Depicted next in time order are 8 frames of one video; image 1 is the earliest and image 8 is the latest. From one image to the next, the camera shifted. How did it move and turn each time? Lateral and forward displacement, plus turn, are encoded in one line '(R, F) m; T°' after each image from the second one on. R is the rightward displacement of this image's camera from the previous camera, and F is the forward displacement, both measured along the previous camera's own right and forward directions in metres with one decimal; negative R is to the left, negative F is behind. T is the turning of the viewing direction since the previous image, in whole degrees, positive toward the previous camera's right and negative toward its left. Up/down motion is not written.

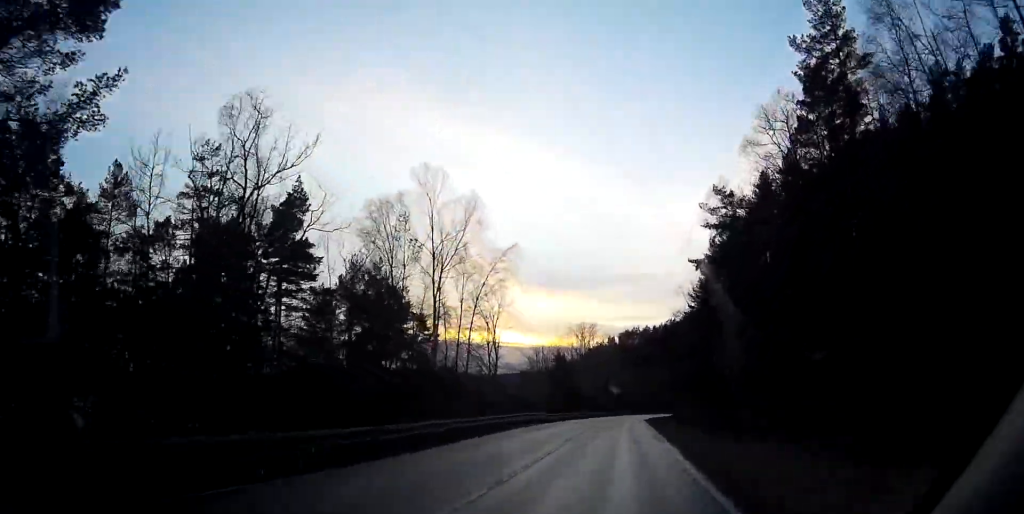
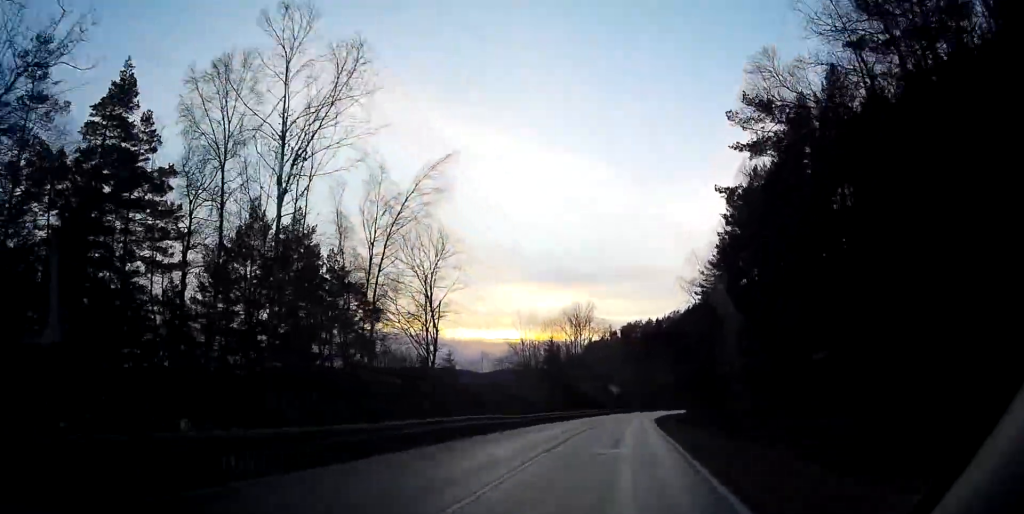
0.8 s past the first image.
(-0.1, +16.4) m; -1°
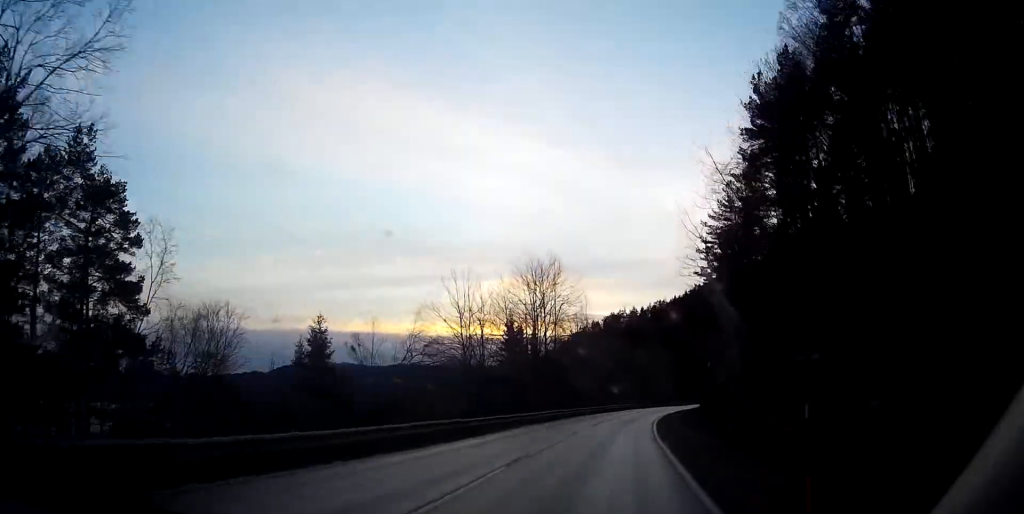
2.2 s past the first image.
(-0.2, +26.6) m; -1°
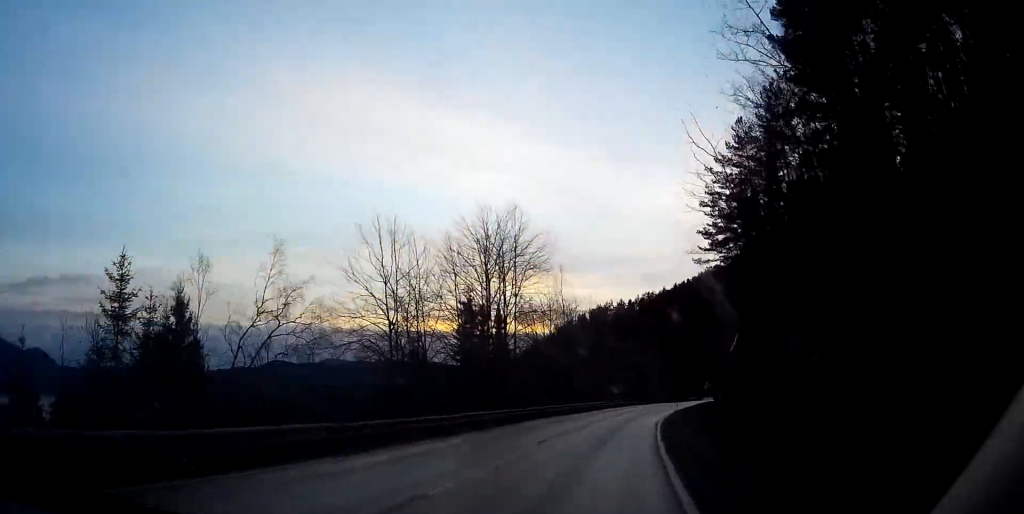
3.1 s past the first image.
(0.0, +18.1) m; +1°
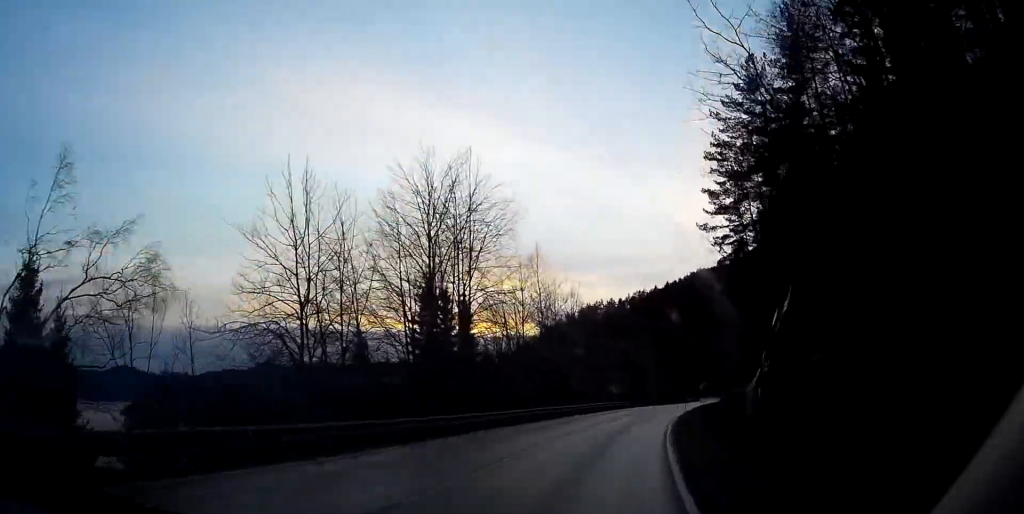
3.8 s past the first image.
(+0.1, +13.0) m; +1°
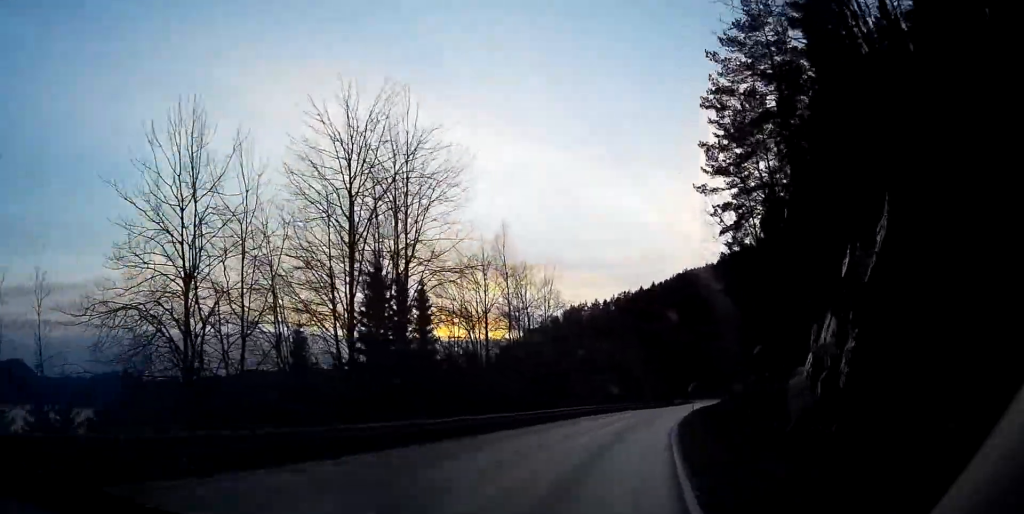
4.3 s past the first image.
(0.0, +9.7) m; +1°
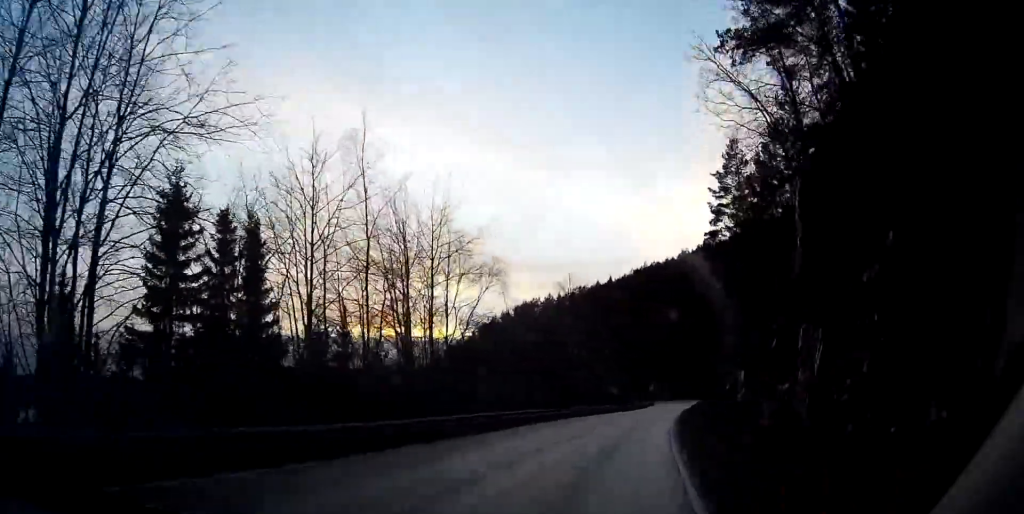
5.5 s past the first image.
(+0.7, +22.9) m; +4°
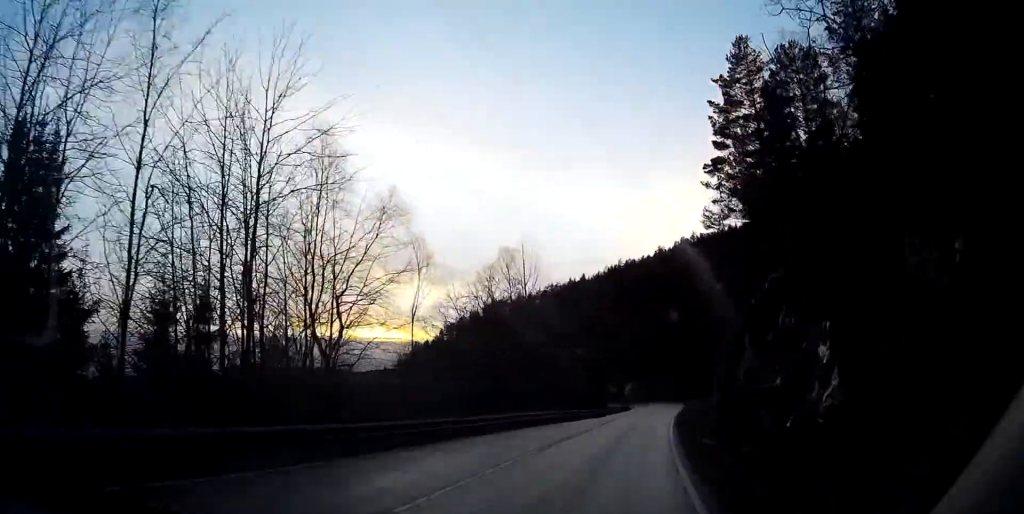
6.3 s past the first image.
(+0.4, +15.9) m; +2°
